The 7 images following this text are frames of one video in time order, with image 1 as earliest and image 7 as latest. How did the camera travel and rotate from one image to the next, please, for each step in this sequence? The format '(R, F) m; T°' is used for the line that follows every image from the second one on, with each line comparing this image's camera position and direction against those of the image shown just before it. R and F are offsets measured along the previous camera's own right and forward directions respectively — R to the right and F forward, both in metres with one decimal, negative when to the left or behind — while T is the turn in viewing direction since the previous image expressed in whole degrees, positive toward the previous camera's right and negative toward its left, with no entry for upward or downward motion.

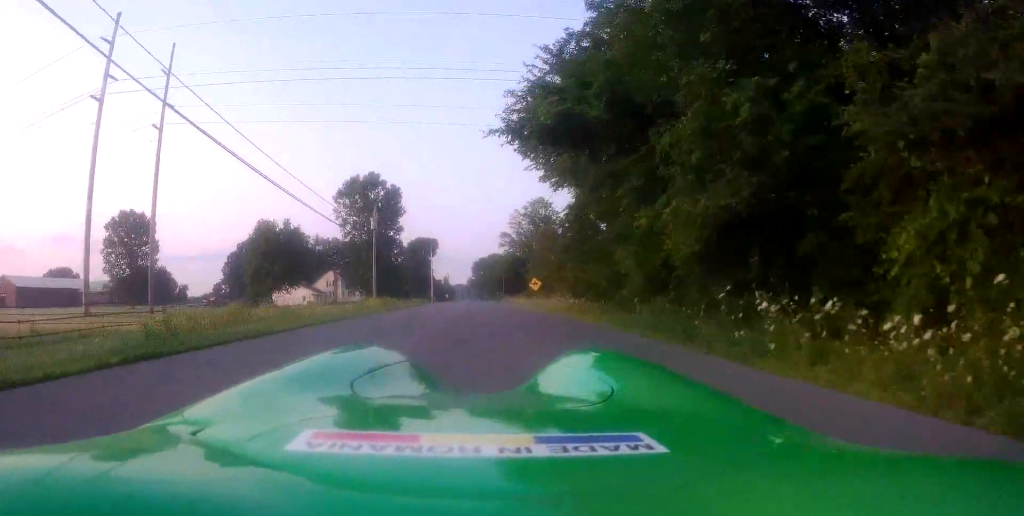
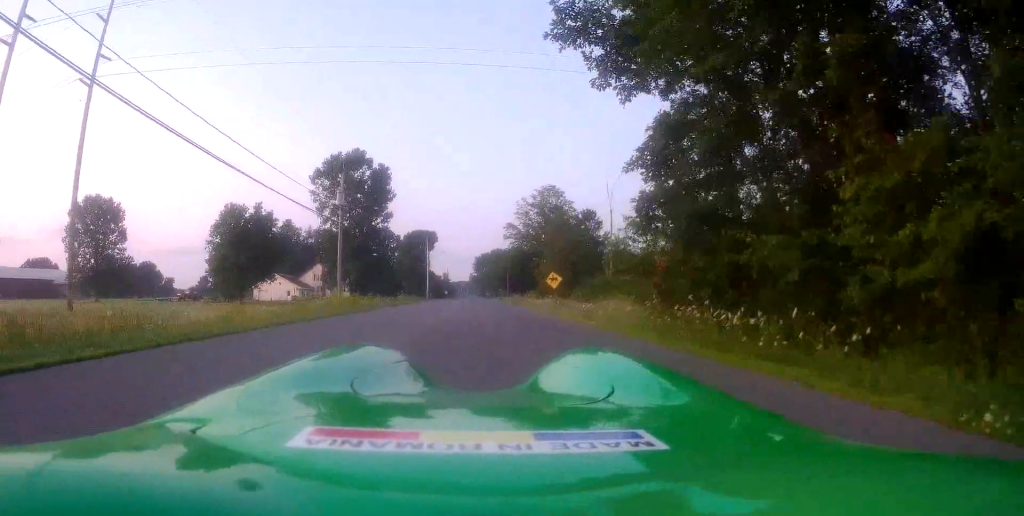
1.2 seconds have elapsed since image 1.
(-0.7, +10.6) m; -2°
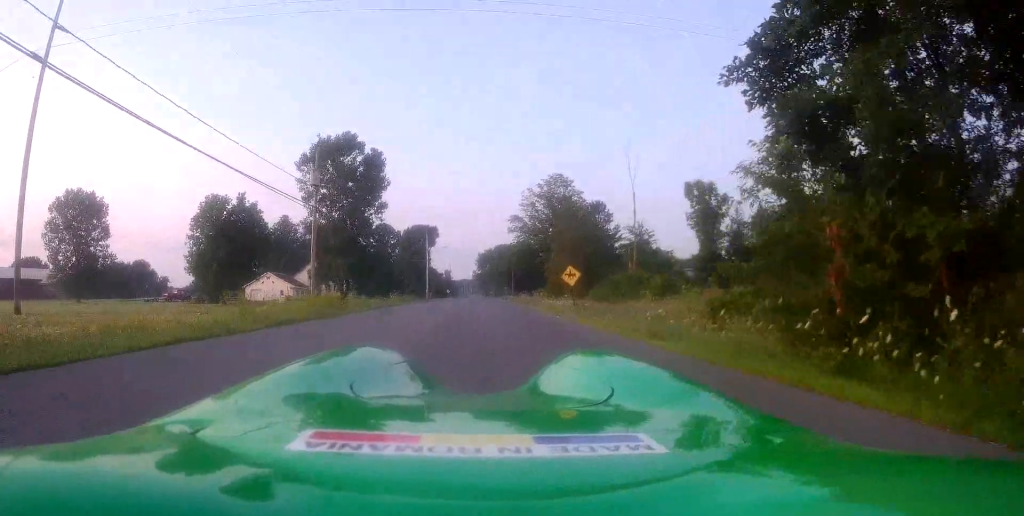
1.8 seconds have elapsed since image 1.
(+0.2, +5.7) m; +2°
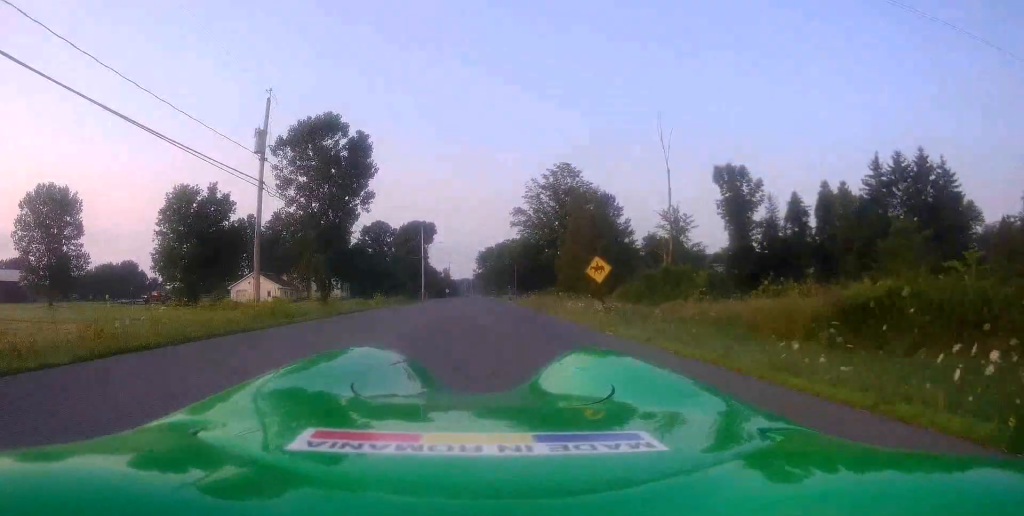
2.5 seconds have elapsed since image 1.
(+0.1, +6.5) m; +1°
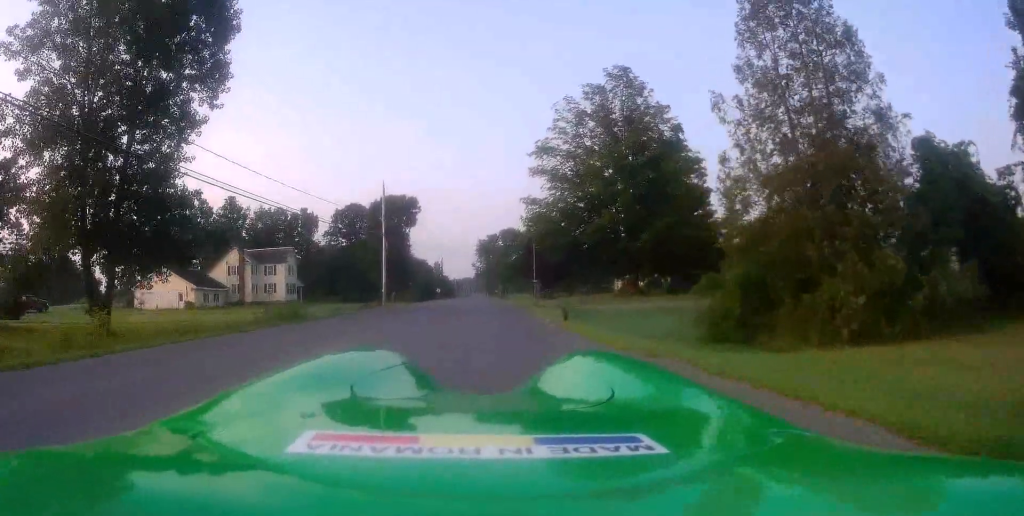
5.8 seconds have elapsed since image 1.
(-0.7, +31.6) m; -2°
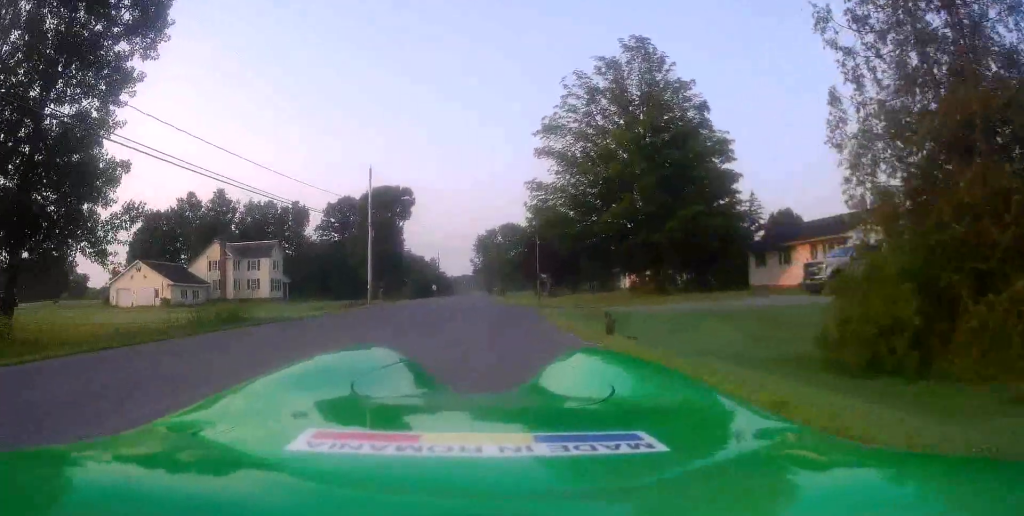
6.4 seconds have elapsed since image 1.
(+0.1, +5.7) m; 0°
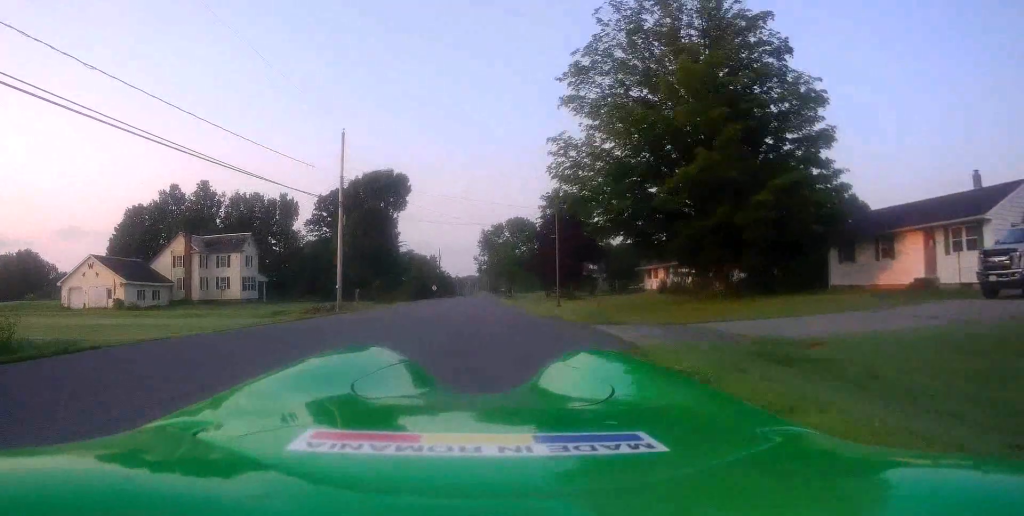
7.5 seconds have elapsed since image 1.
(+0.1, +10.8) m; -1°
